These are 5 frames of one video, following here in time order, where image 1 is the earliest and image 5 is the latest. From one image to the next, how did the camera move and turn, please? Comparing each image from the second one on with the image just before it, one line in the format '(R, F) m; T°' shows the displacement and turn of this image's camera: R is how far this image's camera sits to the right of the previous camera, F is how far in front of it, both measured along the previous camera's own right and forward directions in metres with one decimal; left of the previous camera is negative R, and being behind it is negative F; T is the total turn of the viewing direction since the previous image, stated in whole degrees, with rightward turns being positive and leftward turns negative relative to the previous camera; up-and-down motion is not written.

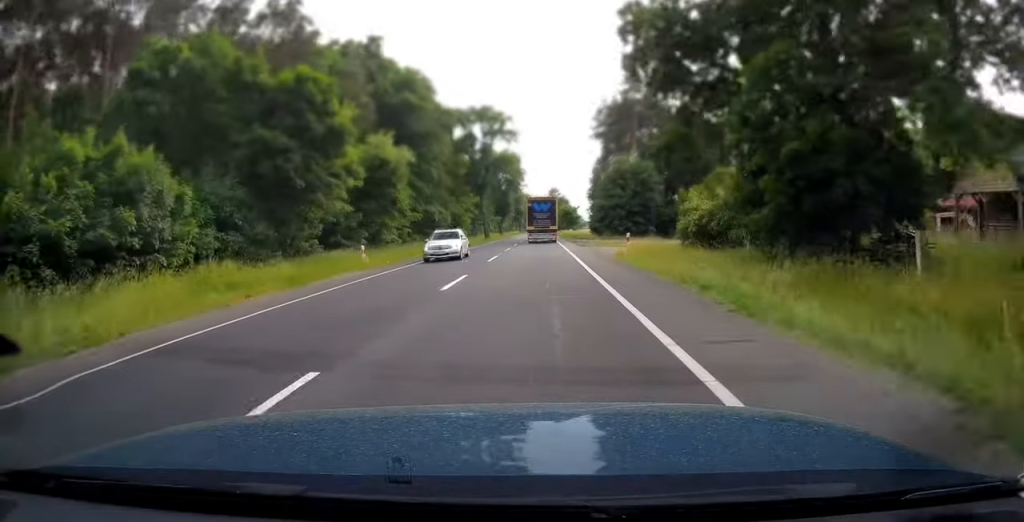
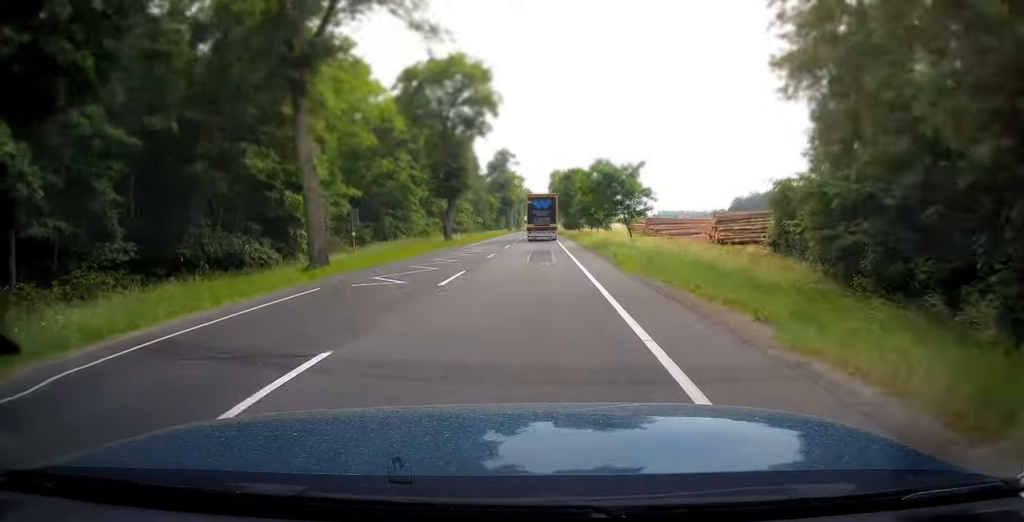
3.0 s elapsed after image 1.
(+0.2, +70.7) m; 0°
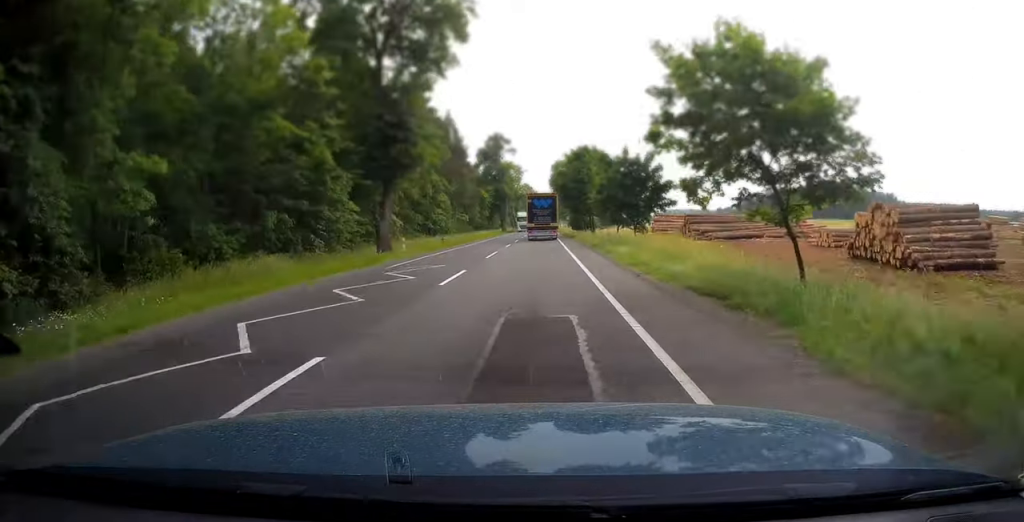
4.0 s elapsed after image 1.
(0.0, +23.9) m; 0°
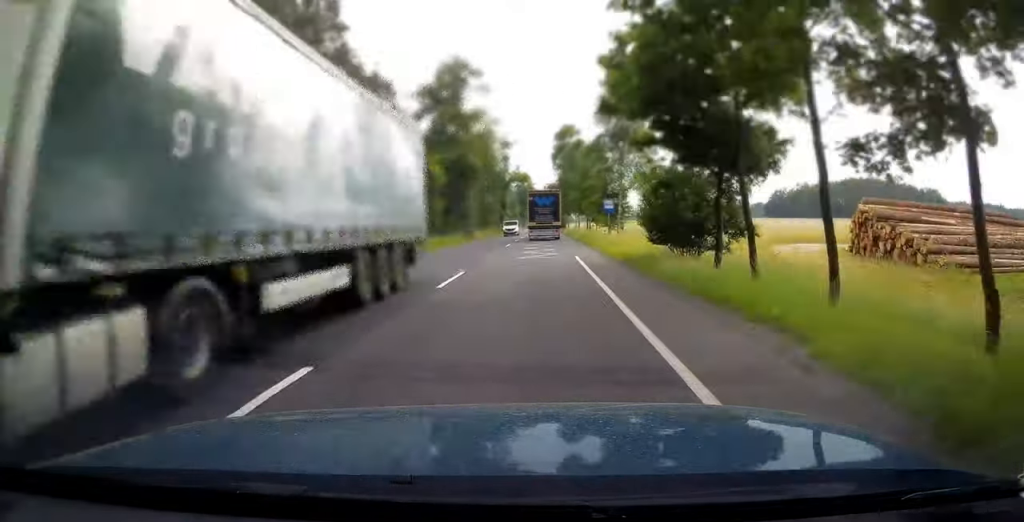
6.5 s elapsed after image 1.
(-0.2, +59.4) m; 0°
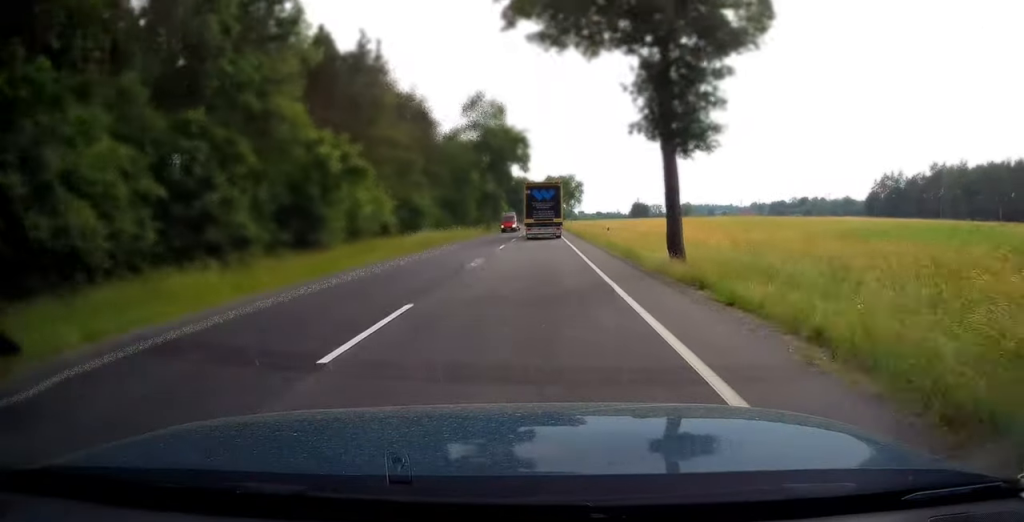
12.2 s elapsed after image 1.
(-0.1, +136.6) m; 0°
